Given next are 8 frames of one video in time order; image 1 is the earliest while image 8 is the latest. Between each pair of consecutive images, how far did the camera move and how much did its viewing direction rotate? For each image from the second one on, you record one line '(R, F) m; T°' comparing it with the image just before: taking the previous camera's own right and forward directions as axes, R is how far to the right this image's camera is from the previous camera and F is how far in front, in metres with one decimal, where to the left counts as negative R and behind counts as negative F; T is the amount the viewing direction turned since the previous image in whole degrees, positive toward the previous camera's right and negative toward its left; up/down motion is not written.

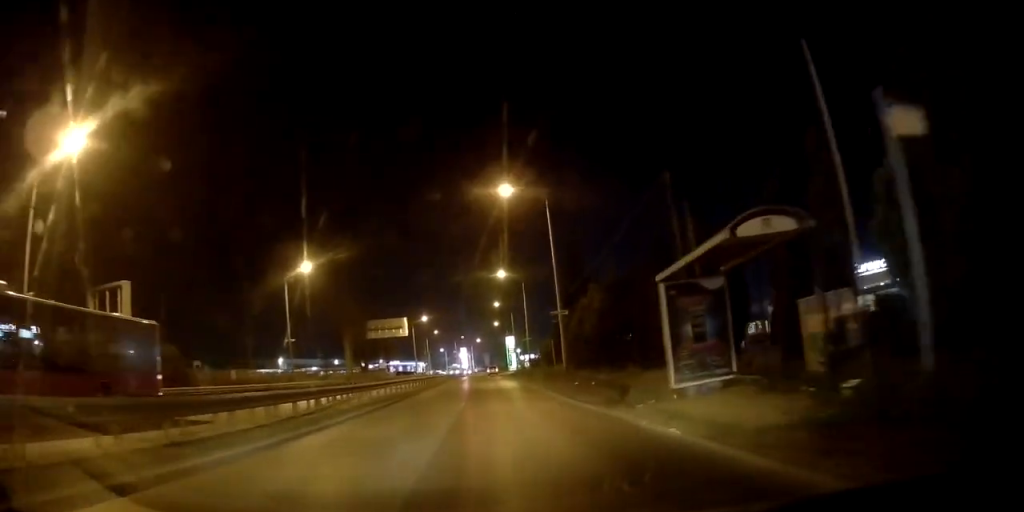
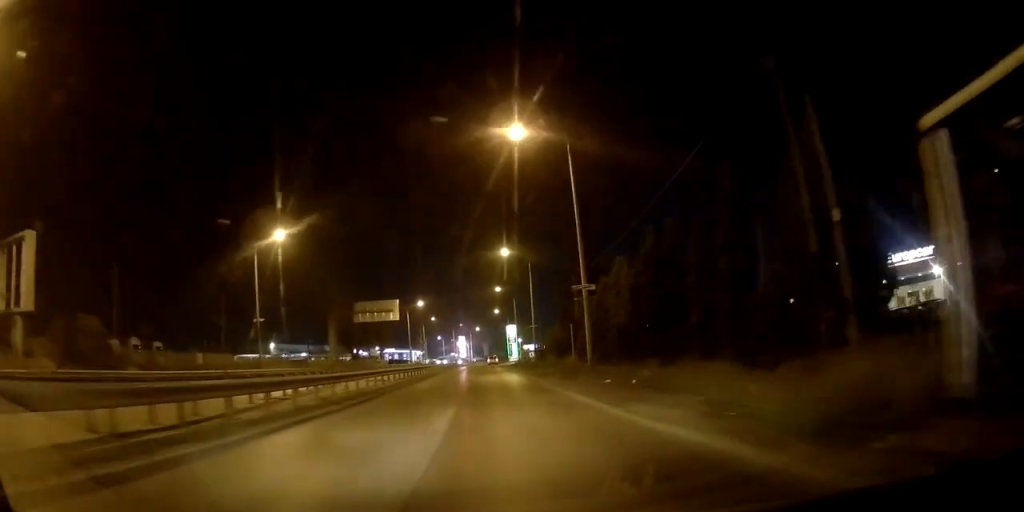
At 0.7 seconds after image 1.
(+0.1, +7.2) m; +1°
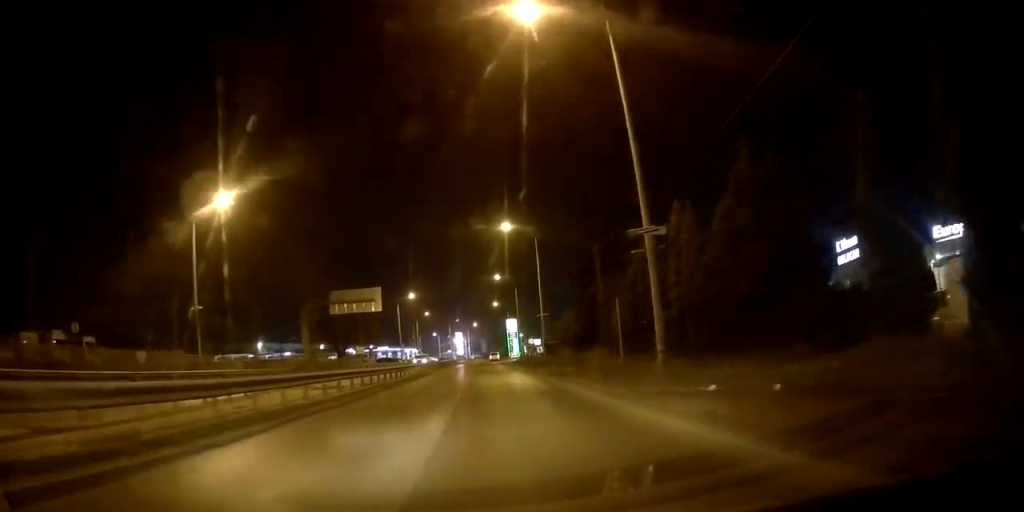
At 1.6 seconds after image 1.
(+0.1, +10.2) m; +1°
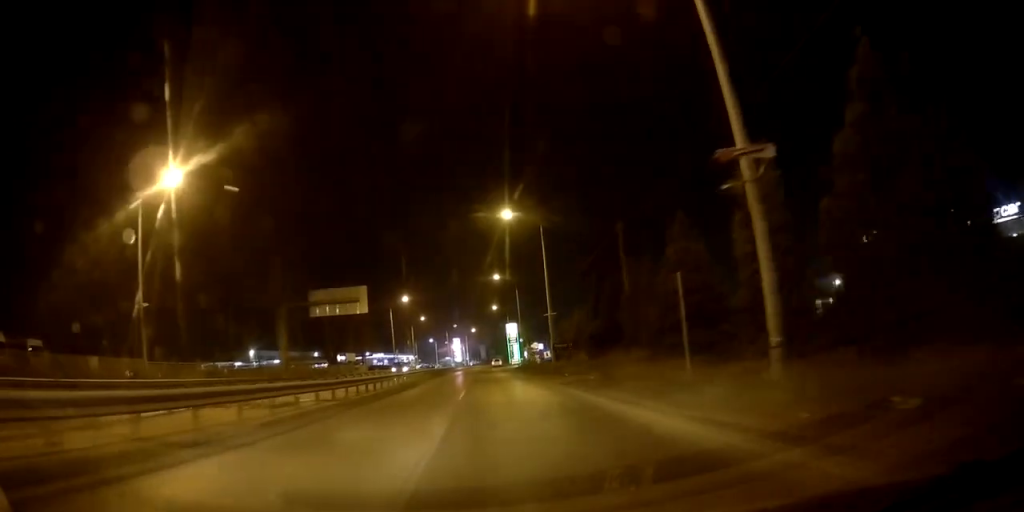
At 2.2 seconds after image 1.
(0.0, +6.9) m; 0°
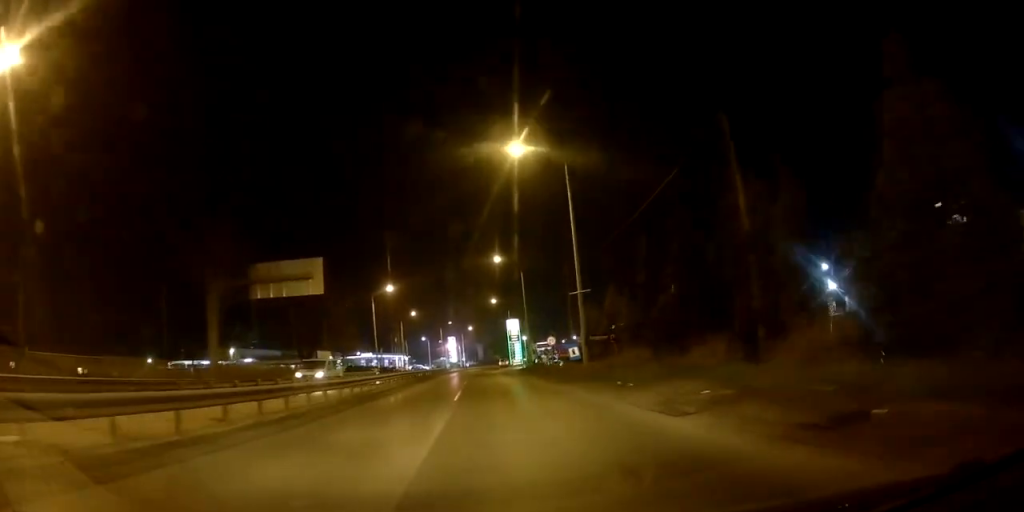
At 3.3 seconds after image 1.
(-0.2, +16.2) m; -2°
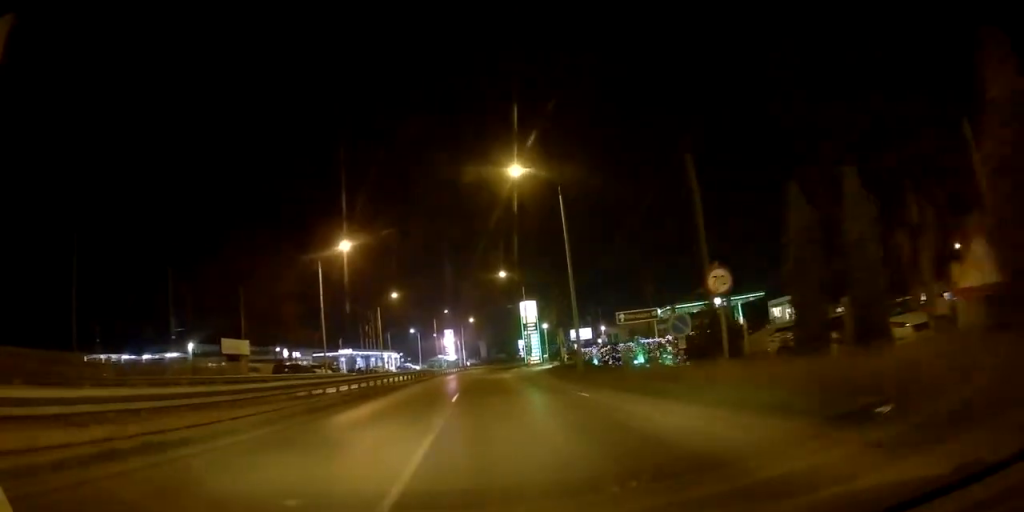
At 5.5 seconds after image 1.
(-0.2, +33.8) m; +1°
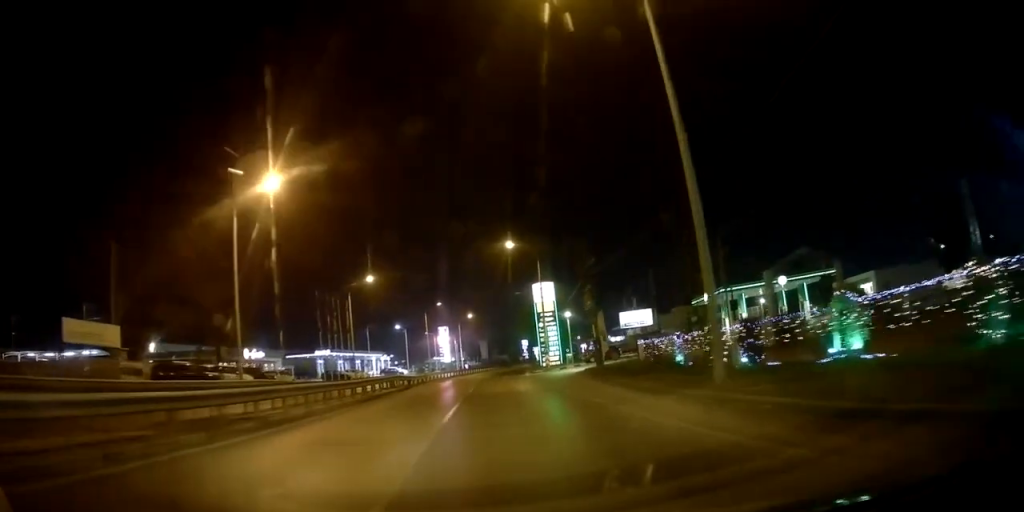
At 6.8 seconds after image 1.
(+0.1, +21.7) m; -1°
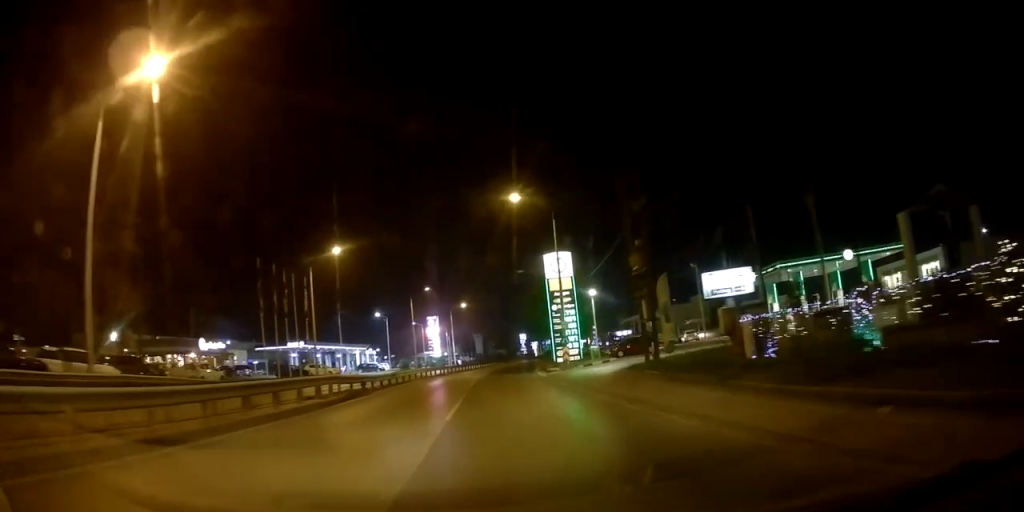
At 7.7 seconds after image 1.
(-0.2, +14.6) m; 0°
